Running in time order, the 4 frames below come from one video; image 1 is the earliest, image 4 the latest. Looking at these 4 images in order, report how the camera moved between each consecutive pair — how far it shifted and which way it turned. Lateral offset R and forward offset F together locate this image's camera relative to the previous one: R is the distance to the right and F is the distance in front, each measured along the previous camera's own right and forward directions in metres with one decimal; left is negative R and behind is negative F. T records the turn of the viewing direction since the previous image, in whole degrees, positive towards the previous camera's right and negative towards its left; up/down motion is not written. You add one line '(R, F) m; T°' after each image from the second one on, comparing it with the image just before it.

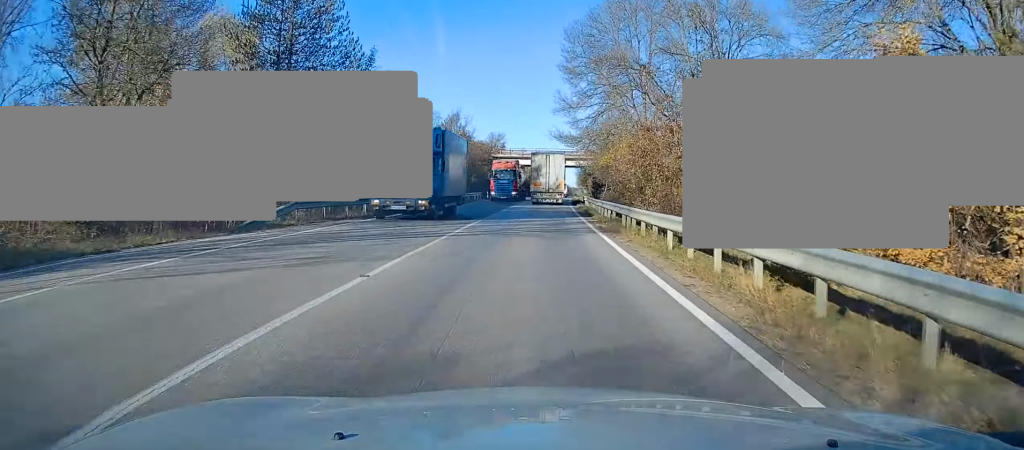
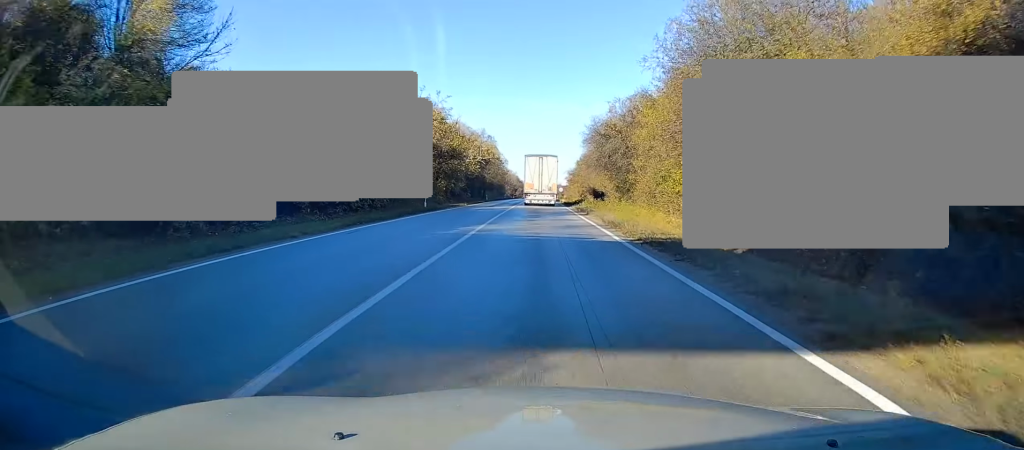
(+4.1, +112.8) m; +4°
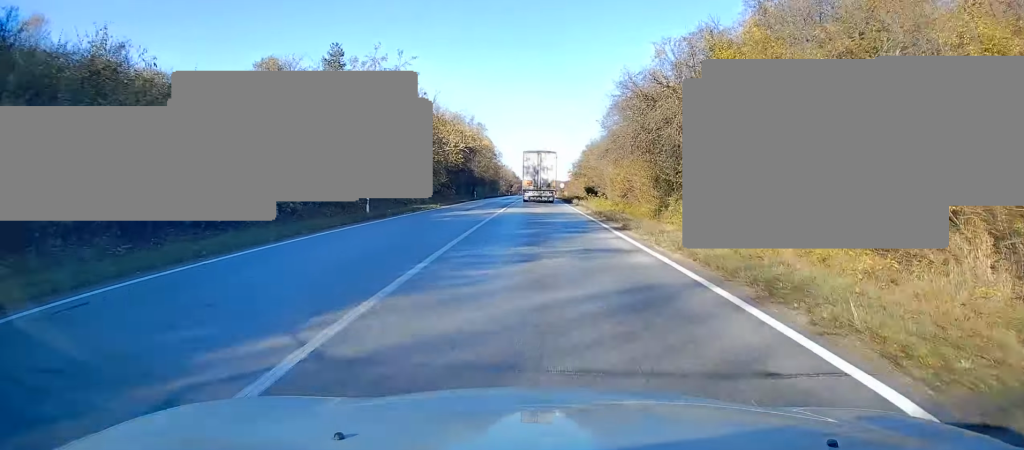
(-0.1, +14.6) m; +1°
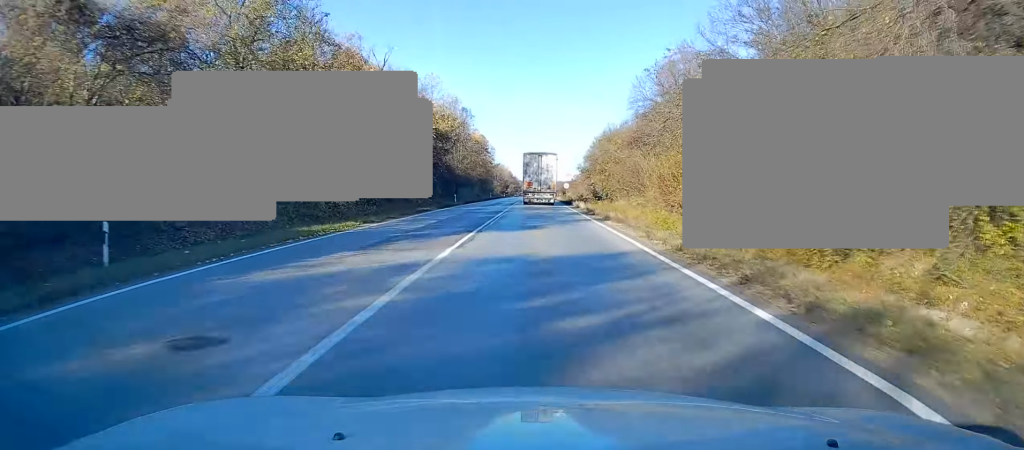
(+0.4, +18.5) m; 0°
